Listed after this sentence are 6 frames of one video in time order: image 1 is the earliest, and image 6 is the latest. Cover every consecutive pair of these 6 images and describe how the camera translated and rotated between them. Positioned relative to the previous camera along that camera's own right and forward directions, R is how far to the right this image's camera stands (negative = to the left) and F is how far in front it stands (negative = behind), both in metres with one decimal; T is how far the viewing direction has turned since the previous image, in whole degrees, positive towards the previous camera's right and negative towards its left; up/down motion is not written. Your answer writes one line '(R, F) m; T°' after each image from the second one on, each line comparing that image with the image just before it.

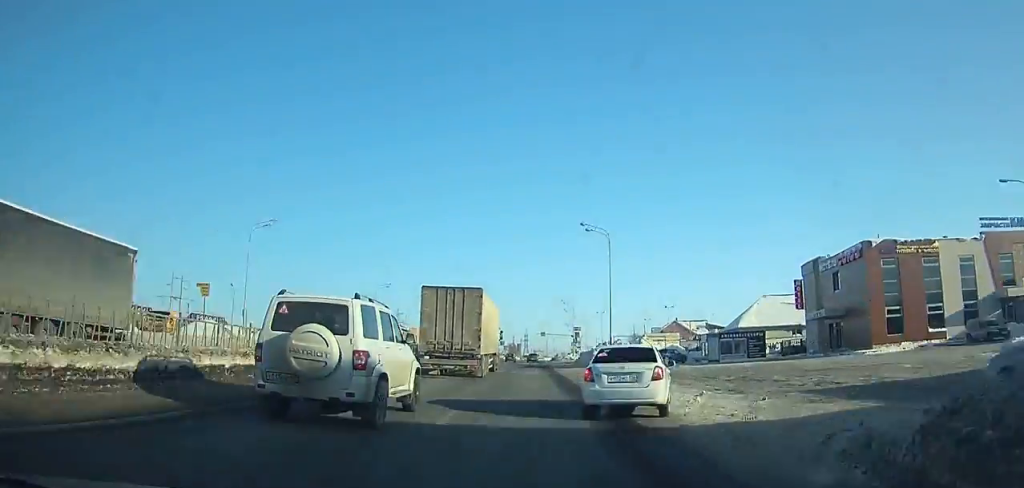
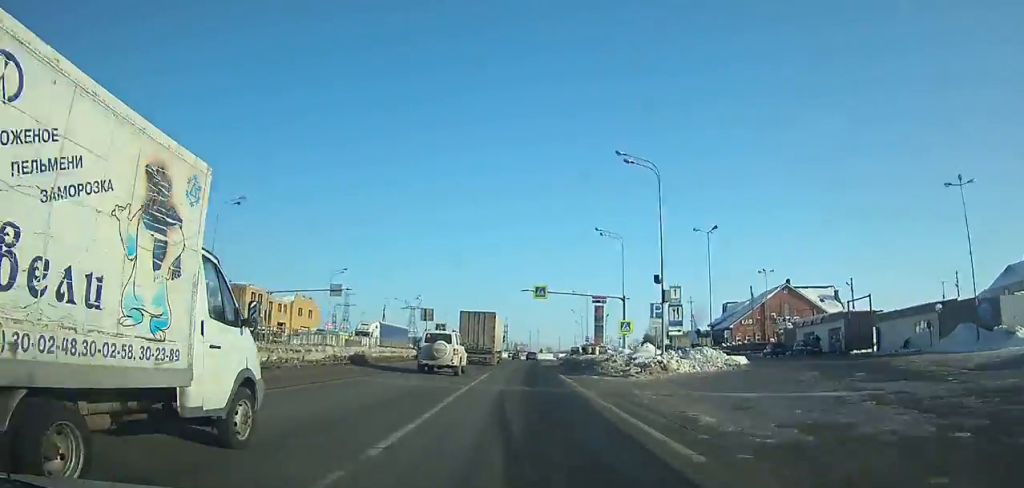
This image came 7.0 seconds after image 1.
(+1.8, +90.8) m; +1°
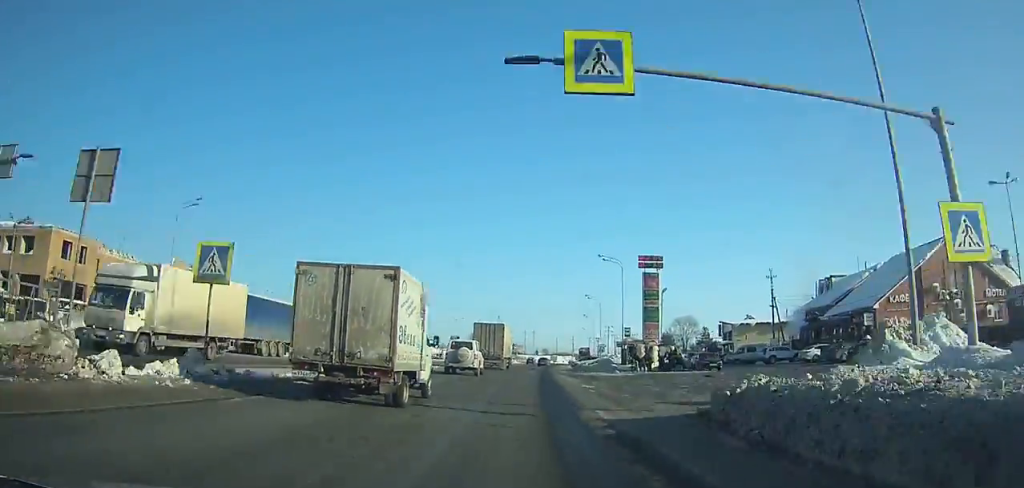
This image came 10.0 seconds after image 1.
(+0.1, +42.0) m; +1°
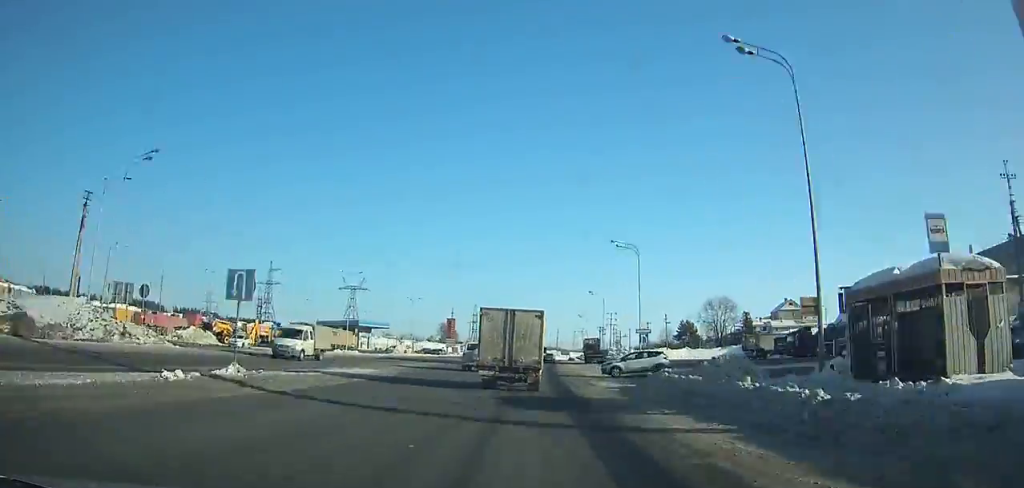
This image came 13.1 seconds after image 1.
(+0.8, +45.9) m; +2°
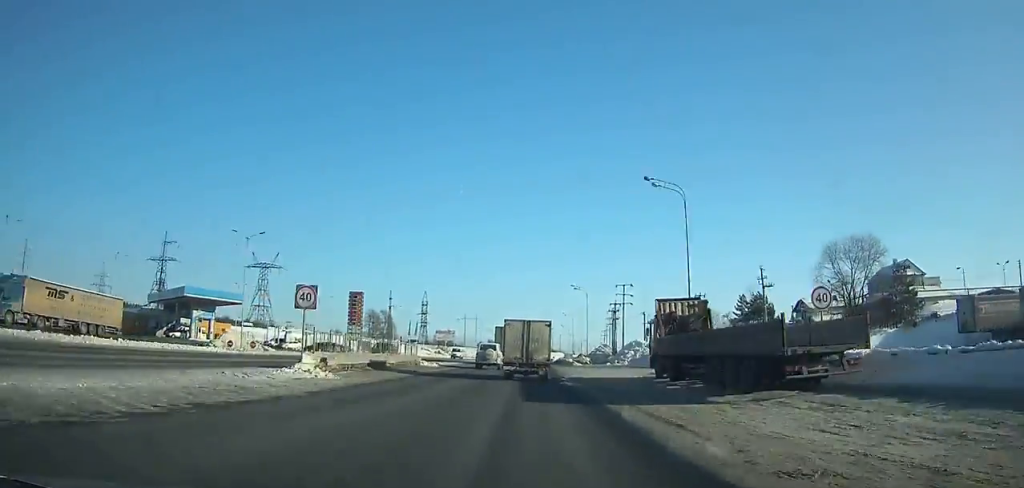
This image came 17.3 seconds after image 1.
(+2.0, +65.9) m; +3°
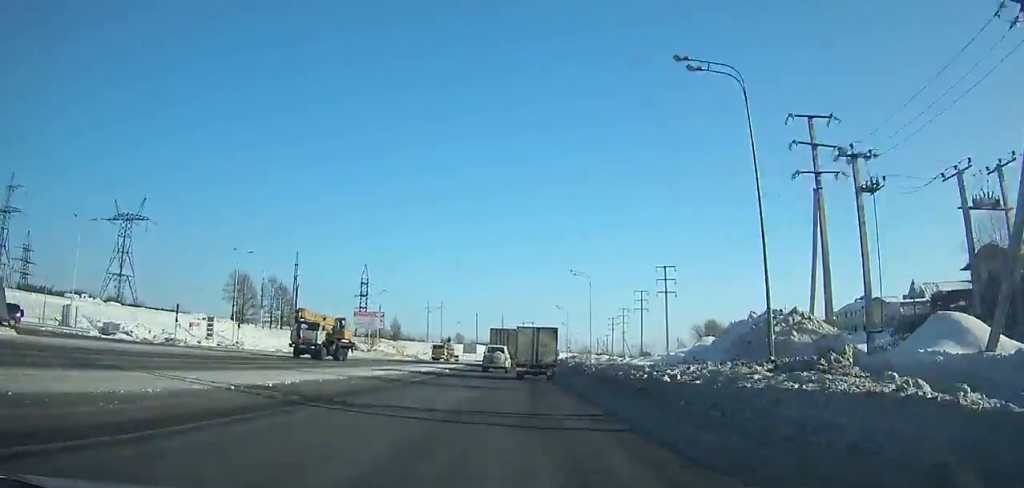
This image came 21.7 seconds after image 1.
(+1.3, +71.8) m; +2°
